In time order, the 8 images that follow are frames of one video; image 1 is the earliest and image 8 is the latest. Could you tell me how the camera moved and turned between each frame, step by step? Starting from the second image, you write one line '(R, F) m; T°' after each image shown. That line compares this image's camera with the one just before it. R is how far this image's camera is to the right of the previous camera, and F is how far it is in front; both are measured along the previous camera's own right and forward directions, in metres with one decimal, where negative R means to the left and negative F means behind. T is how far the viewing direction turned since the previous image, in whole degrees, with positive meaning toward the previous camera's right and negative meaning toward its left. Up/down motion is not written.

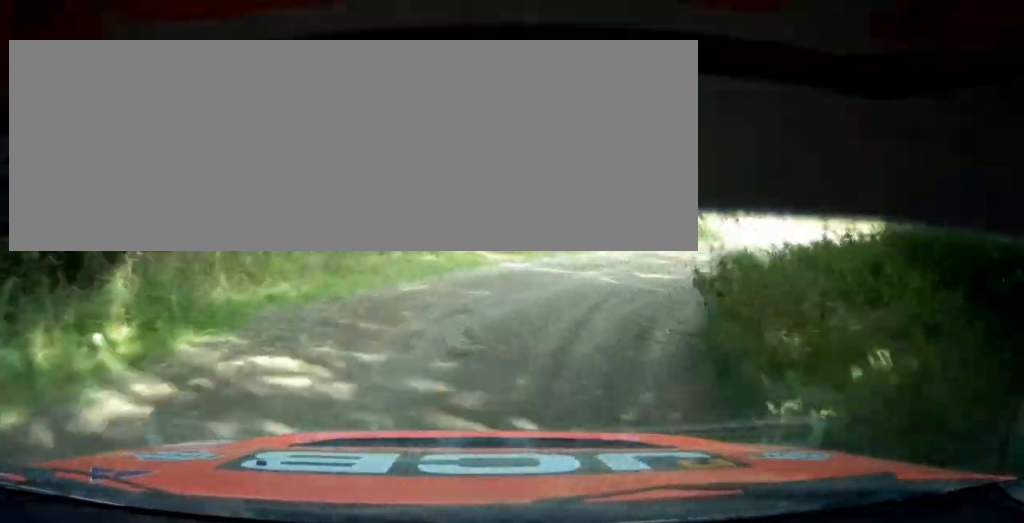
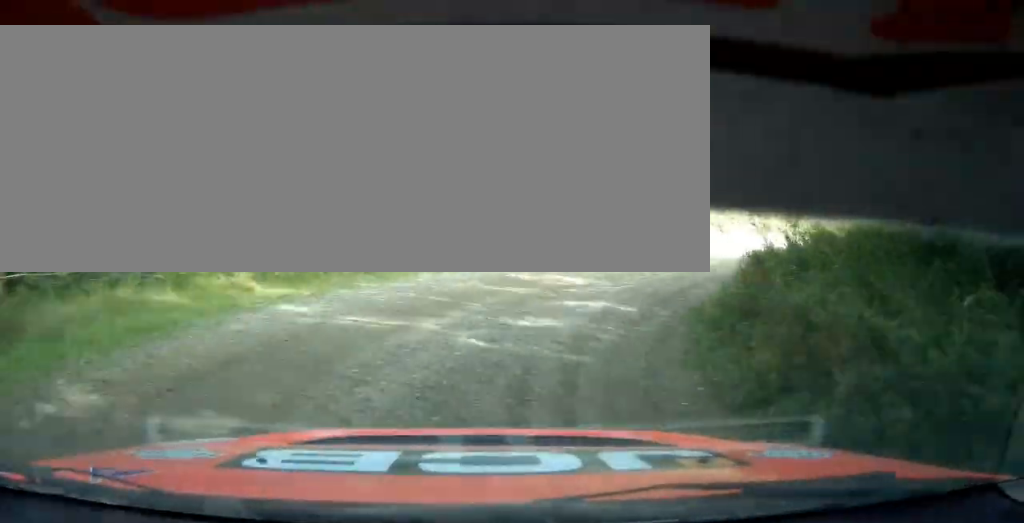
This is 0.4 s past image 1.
(0.0, +5.3) m; 0°
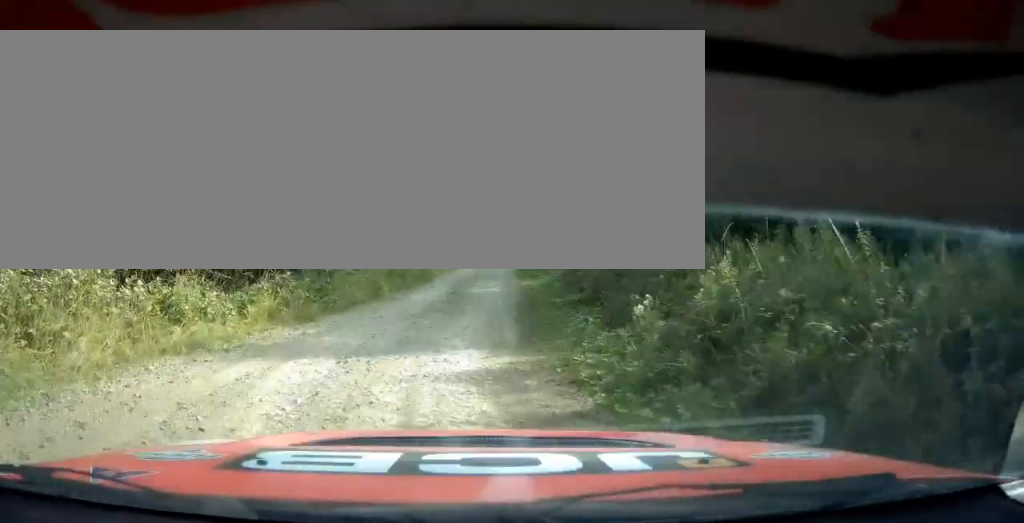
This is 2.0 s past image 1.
(0.0, +19.1) m; +2°
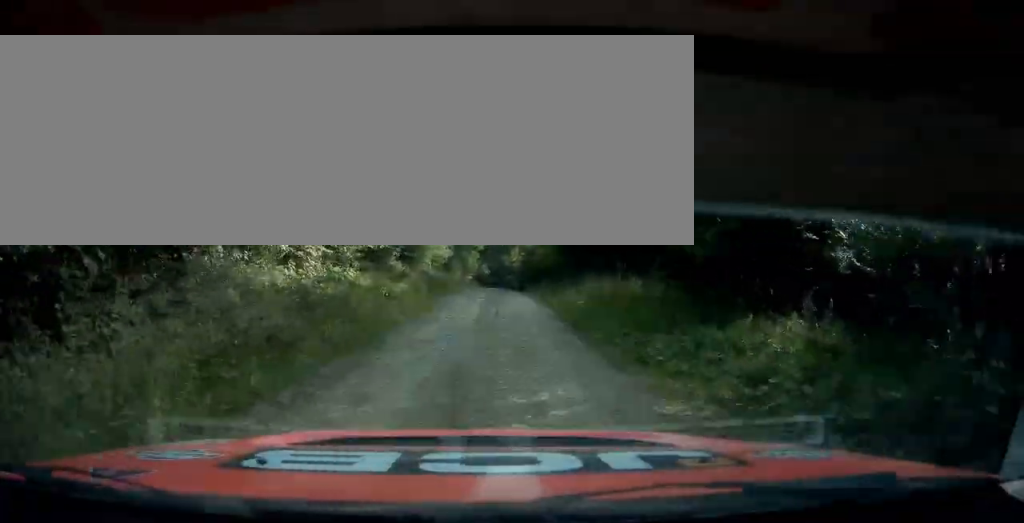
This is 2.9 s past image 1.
(+0.1, +11.1) m; +6°
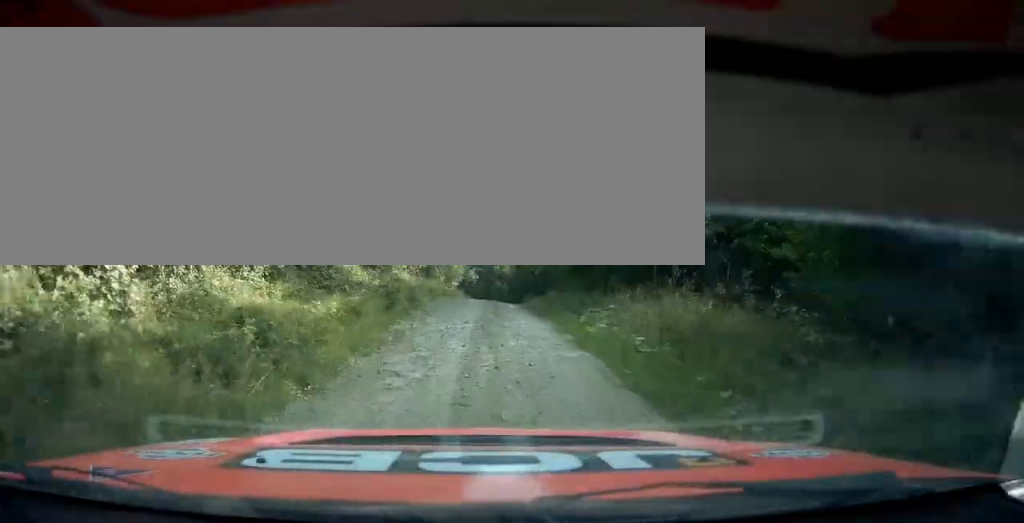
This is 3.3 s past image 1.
(+0.3, +5.8) m; +5°
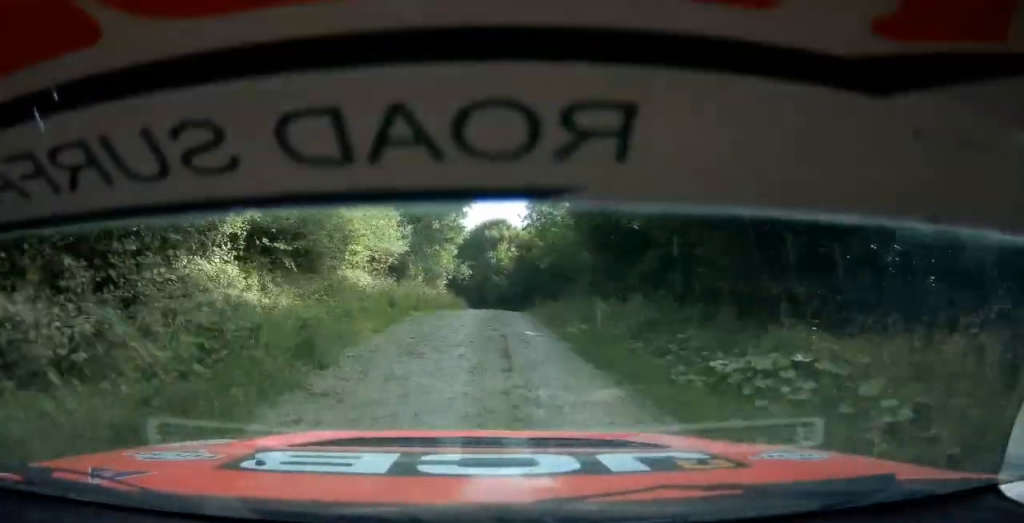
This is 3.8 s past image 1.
(+0.2, +8.1) m; +5°
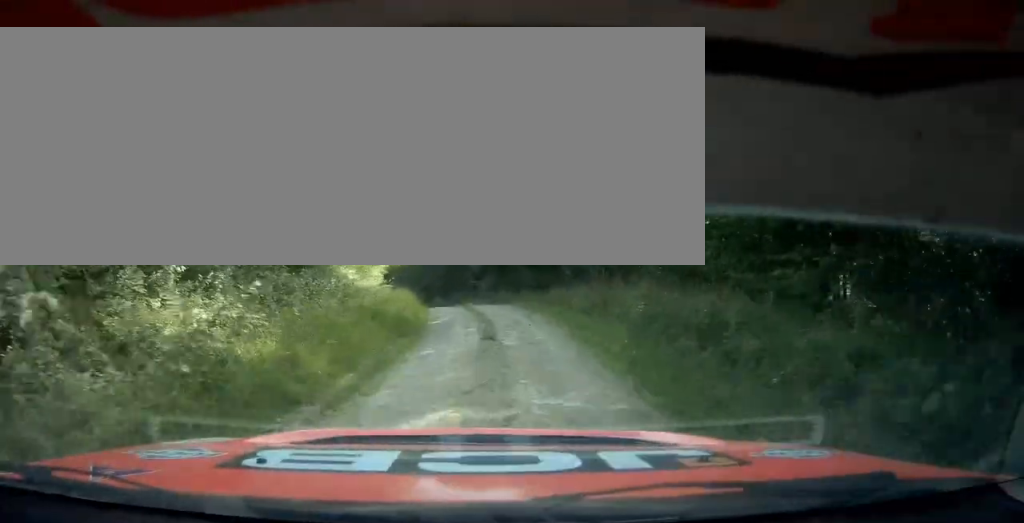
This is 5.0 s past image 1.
(+0.6, +22.7) m; -4°
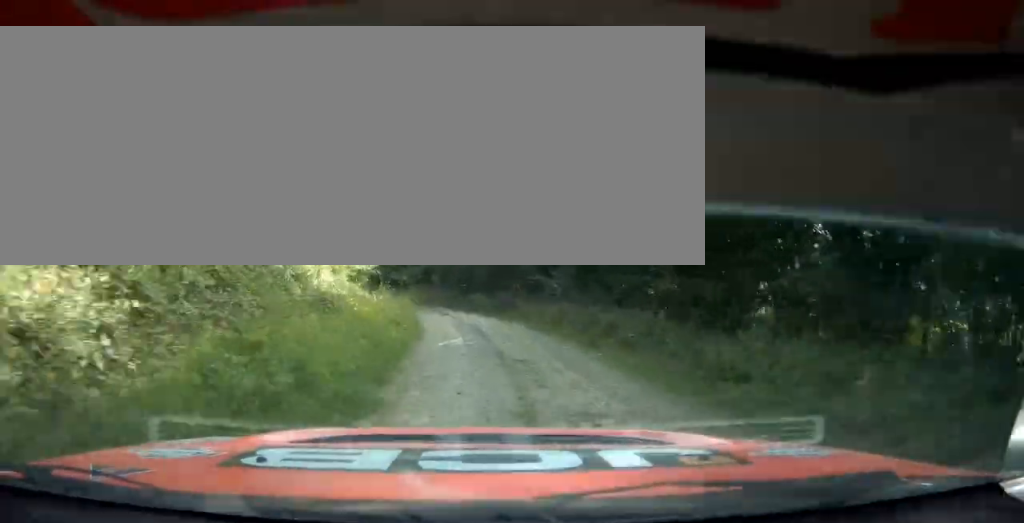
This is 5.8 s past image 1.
(-1.1, +17.3) m; -6°
